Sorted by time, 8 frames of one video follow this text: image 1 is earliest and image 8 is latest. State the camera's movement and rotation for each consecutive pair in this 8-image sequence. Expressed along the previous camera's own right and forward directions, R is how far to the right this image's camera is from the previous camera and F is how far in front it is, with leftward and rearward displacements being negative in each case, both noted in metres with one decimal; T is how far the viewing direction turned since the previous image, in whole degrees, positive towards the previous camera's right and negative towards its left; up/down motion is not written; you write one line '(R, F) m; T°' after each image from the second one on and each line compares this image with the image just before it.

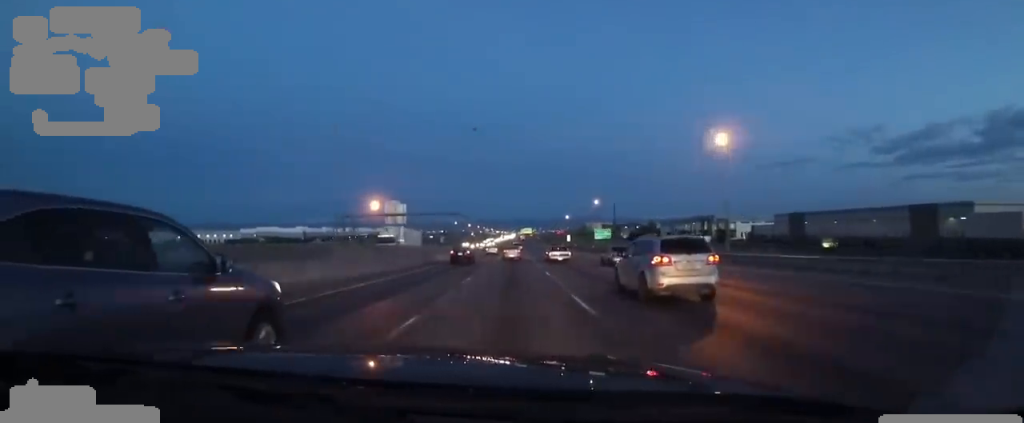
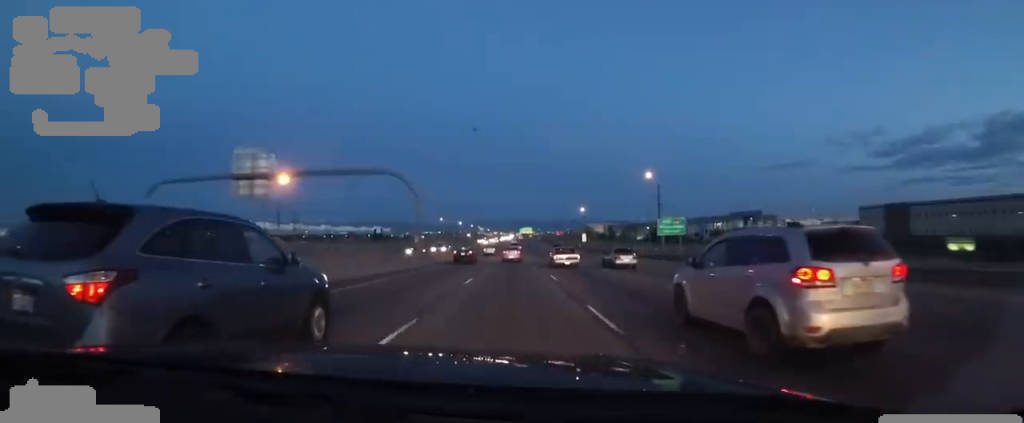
(-0.1, +47.3) m; -1°
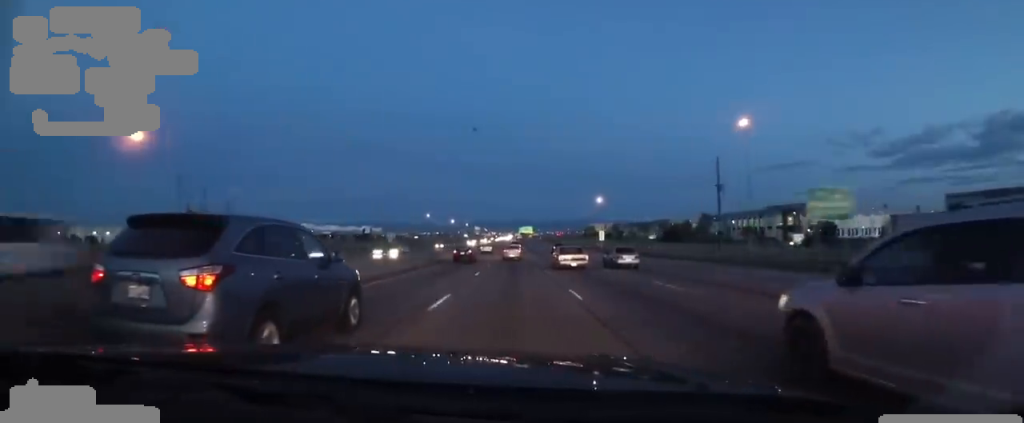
(-0.1, +32.3) m; -1°
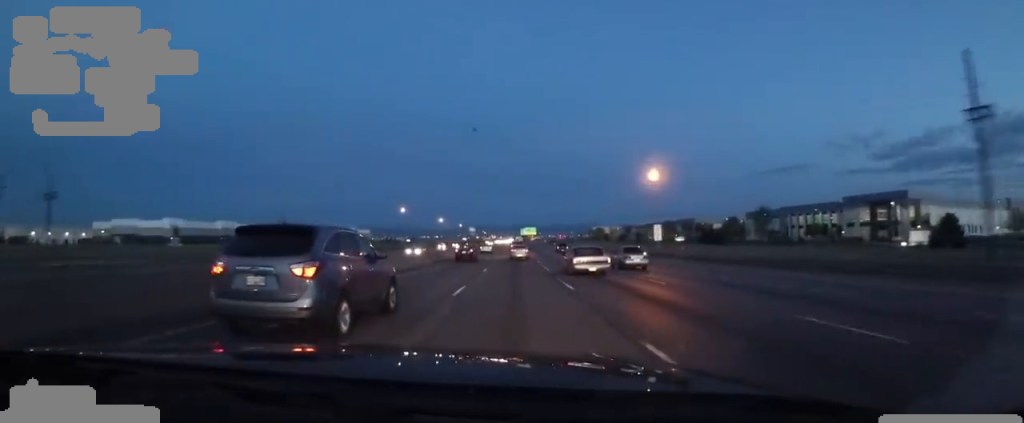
(-0.1, +47.4) m; 0°
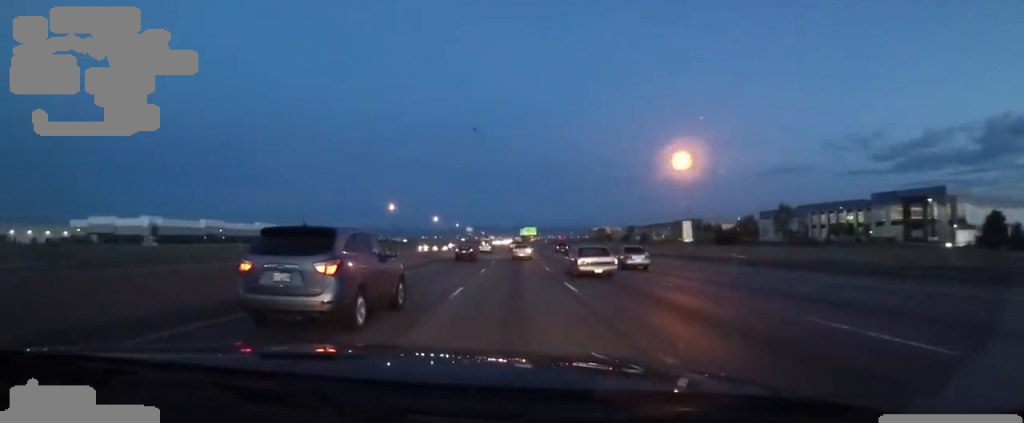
(0.0, +13.0) m; 0°
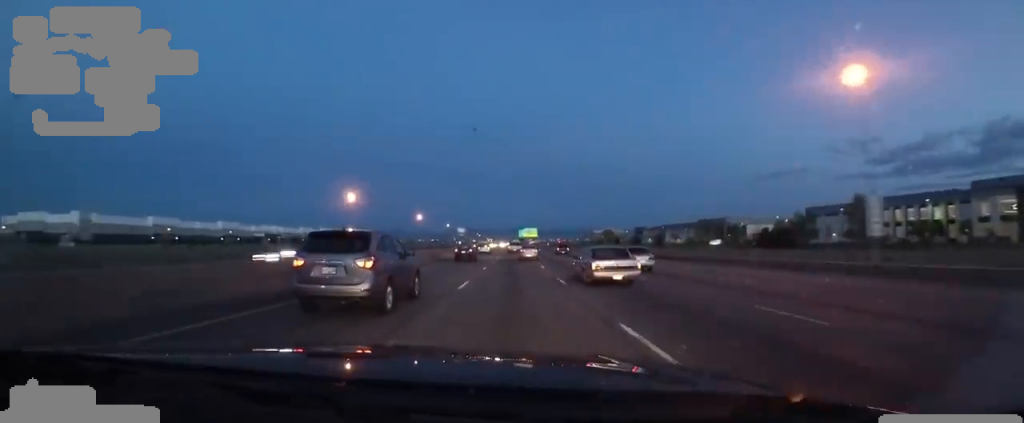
(+0.2, +33.1) m; 0°
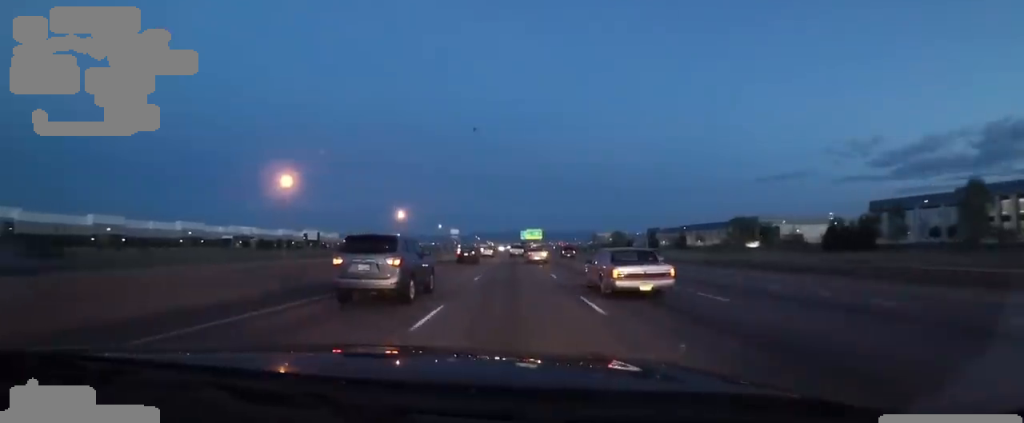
(+0.1, +30.4) m; 0°
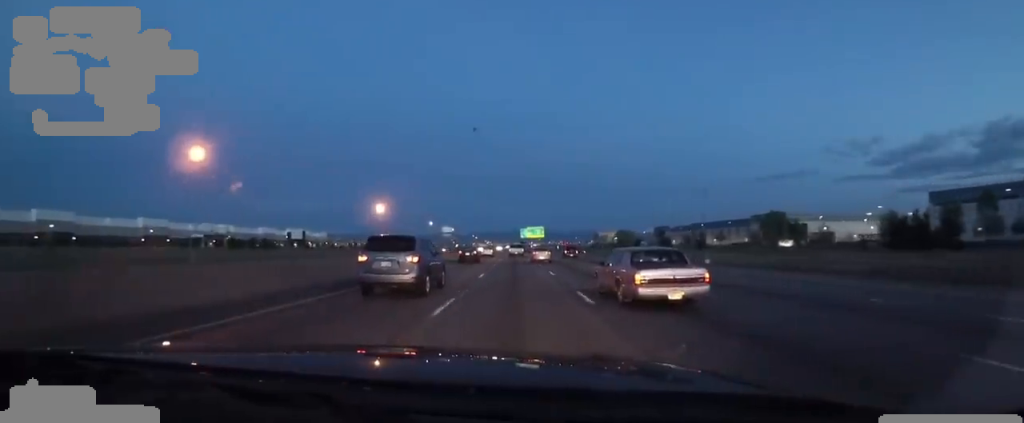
(-0.1, +21.9) m; 0°
